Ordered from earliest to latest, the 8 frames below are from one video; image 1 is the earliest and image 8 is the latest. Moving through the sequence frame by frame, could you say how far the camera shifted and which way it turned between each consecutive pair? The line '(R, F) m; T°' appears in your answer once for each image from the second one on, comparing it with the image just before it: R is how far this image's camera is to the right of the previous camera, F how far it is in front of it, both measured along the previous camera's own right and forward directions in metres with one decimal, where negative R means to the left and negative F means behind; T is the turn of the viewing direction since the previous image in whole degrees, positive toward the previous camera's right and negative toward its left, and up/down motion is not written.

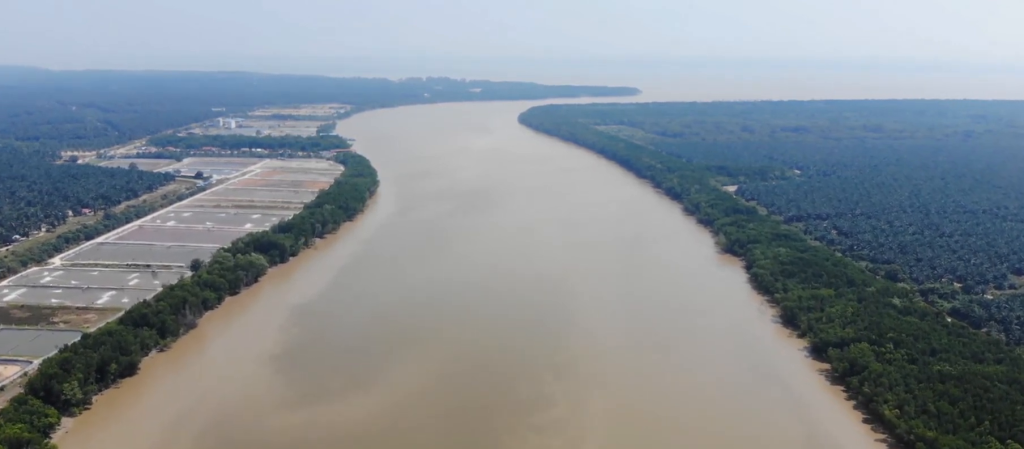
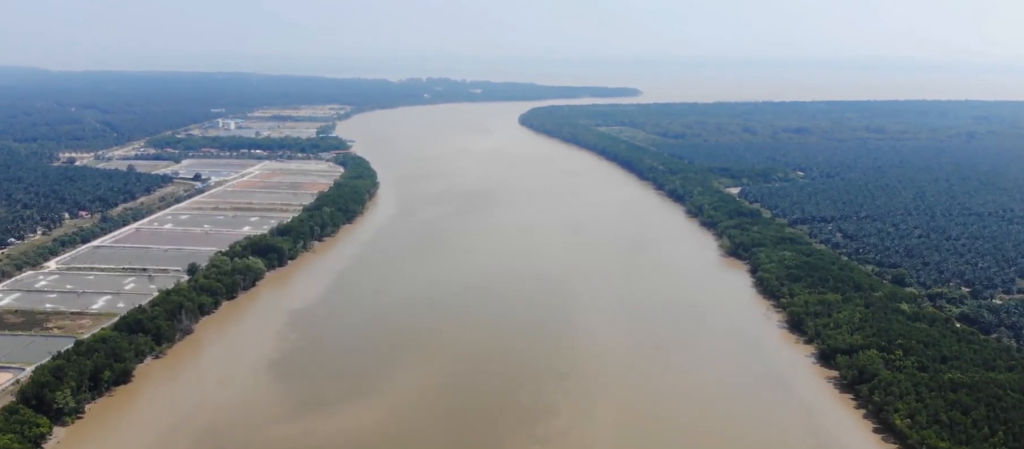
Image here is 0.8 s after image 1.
(0.0, +8.8) m; 0°
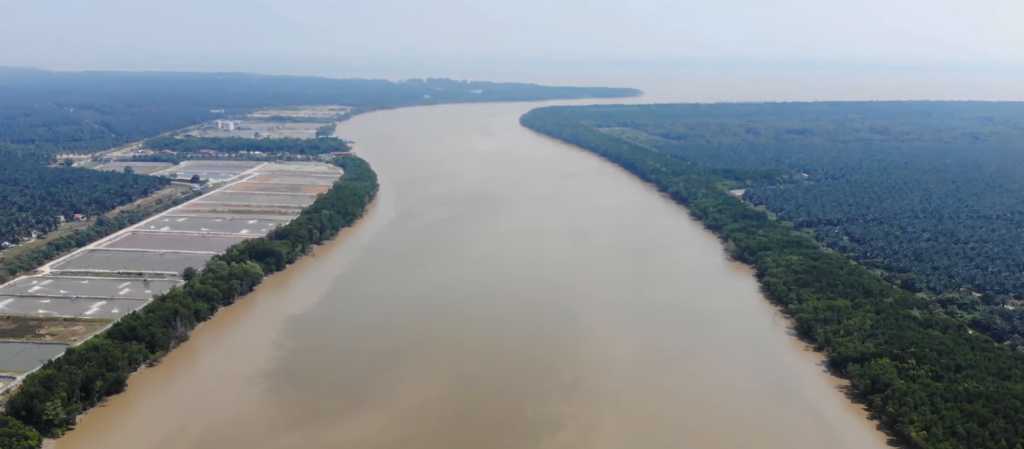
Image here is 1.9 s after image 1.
(0.0, +11.2) m; 0°
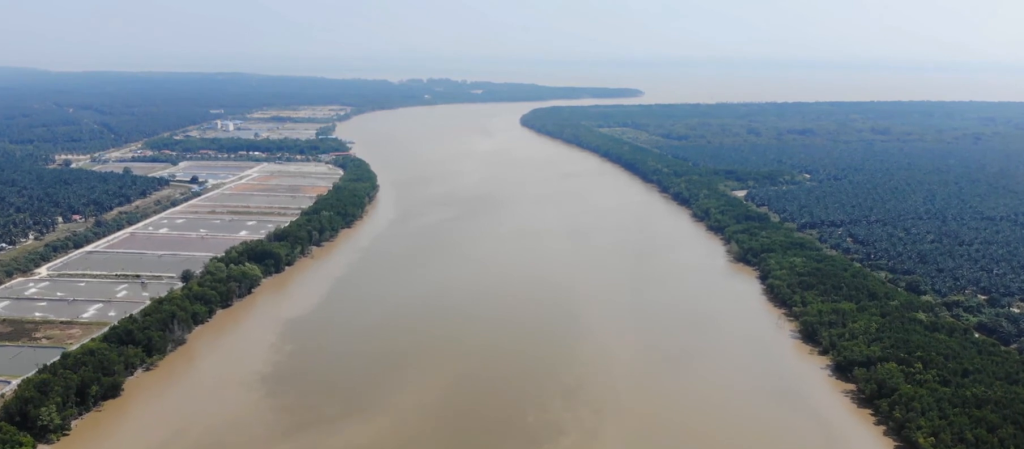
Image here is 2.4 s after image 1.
(0.0, +5.6) m; 0°
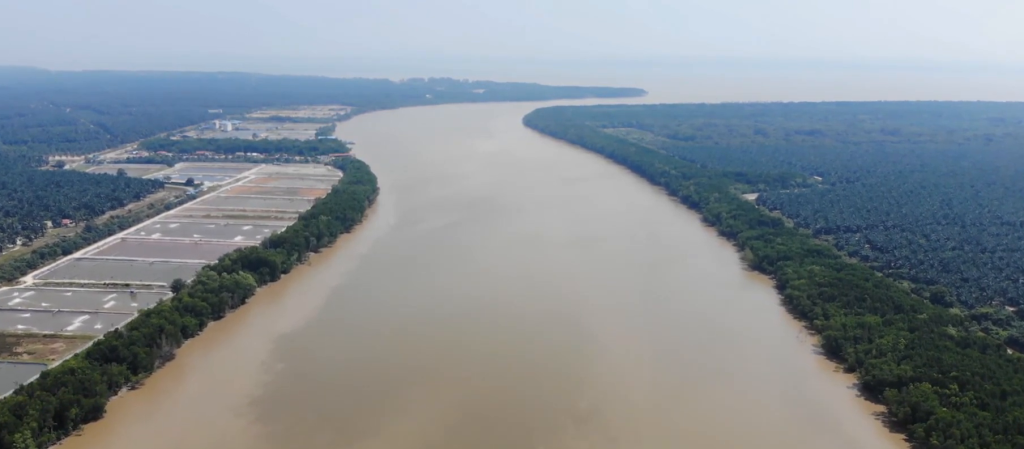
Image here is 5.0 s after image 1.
(-0.2, +26.5) m; 0°
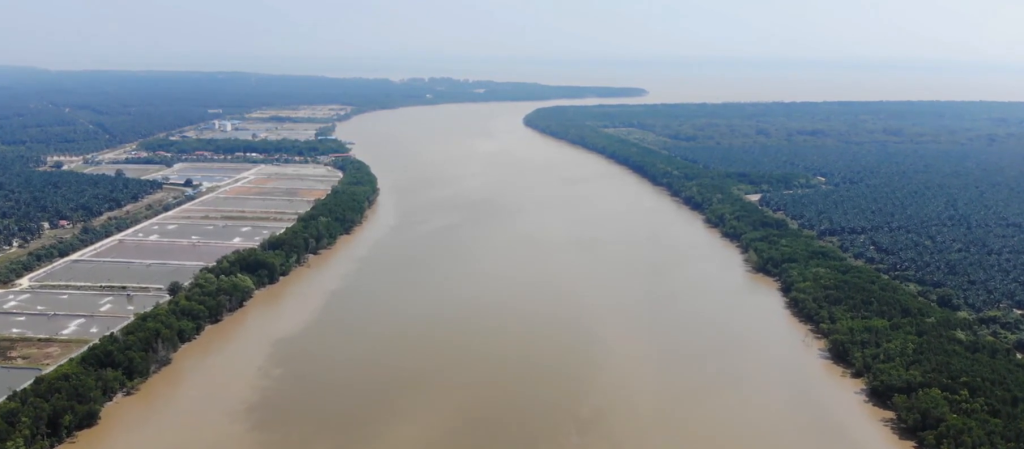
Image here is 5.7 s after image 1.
(0.0, +7.5) m; +1°
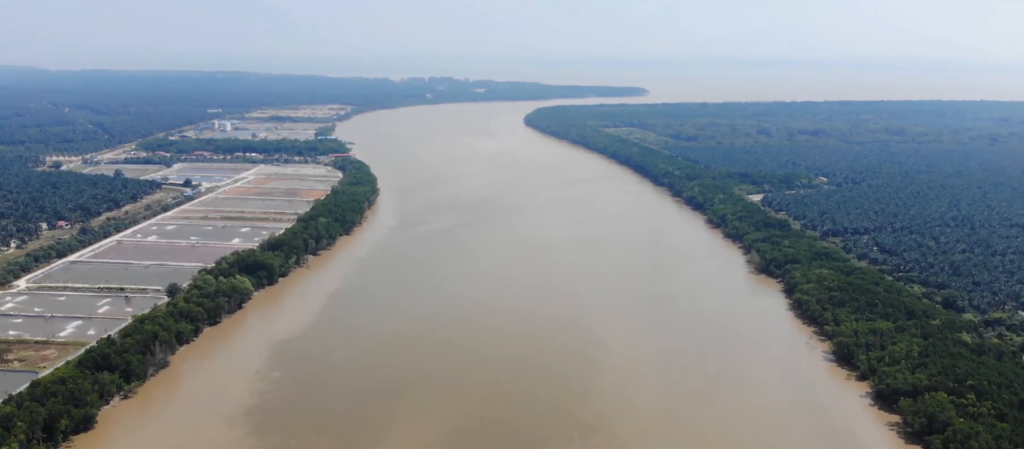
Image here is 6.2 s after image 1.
(0.0, +4.8) m; 0°
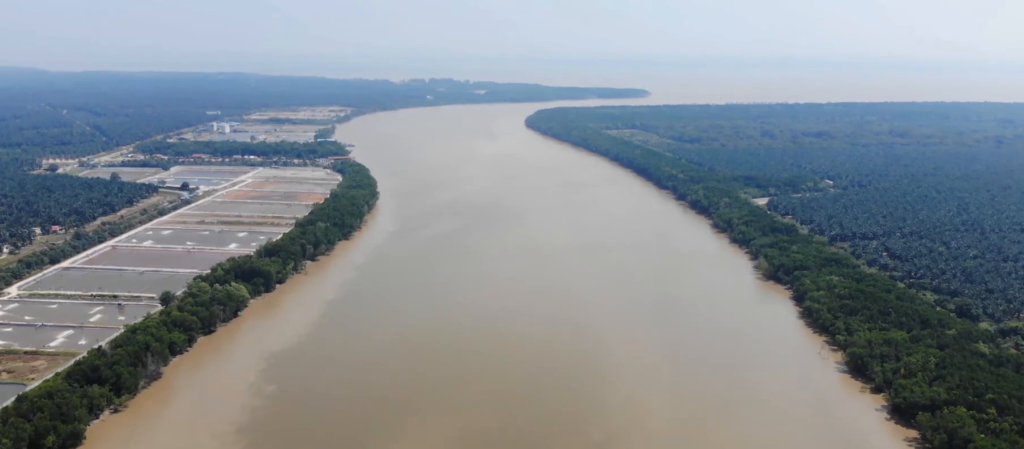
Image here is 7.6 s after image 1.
(0.0, +14.1) m; 0°
